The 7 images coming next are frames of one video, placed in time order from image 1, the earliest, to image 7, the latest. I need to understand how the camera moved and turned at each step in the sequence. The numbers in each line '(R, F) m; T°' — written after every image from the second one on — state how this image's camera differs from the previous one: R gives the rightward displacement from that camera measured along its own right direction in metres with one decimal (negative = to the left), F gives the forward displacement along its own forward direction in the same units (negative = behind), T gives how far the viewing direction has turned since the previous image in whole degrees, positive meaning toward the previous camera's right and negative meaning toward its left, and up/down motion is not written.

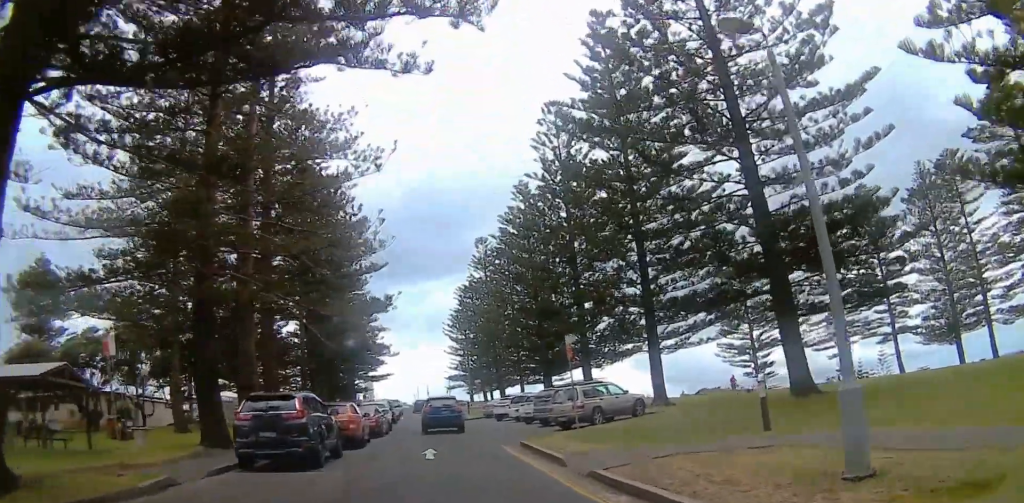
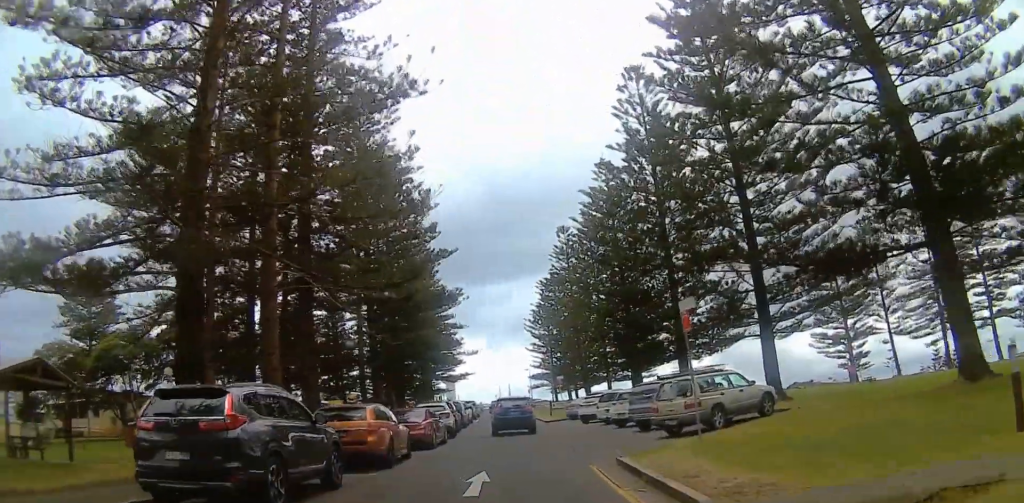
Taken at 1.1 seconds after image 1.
(+0.1, +5.7) m; 0°
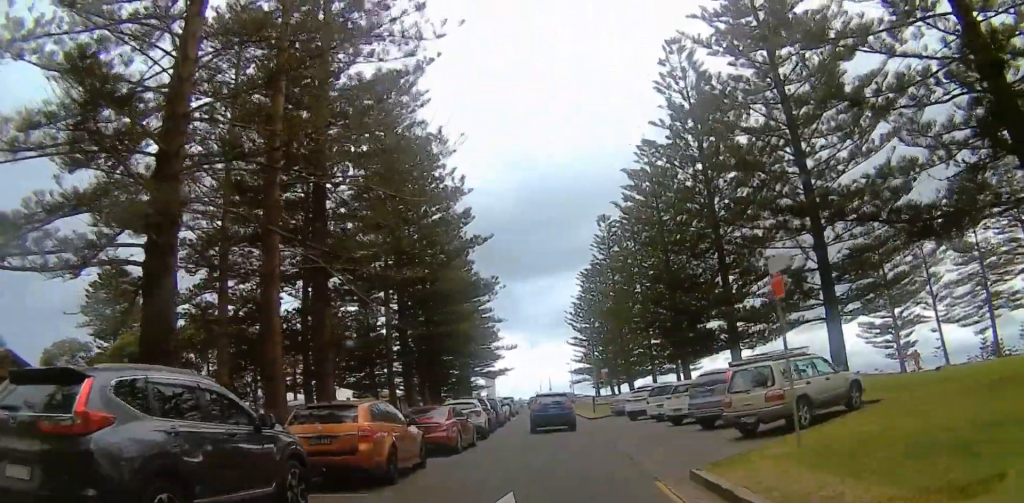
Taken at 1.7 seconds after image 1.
(0.0, +3.1) m; -2°
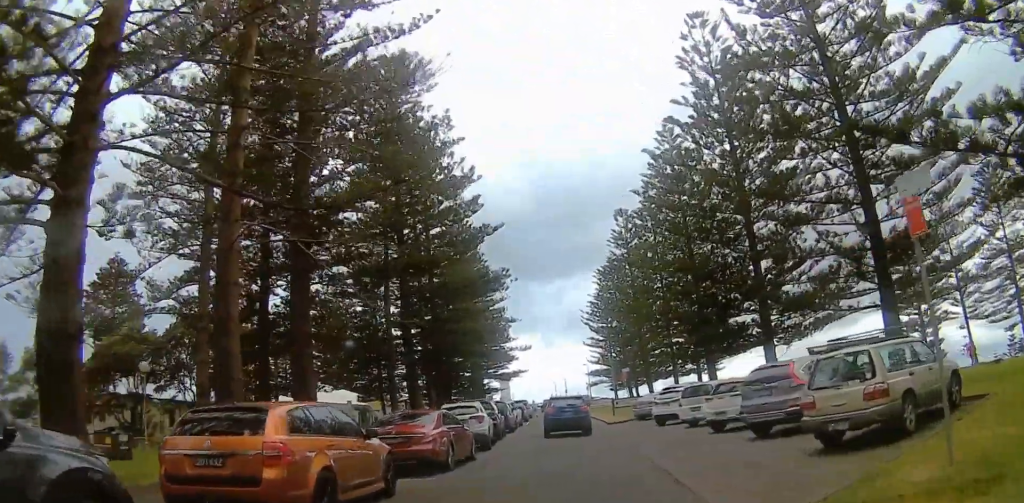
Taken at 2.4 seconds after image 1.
(-0.1, +3.8) m; -1°
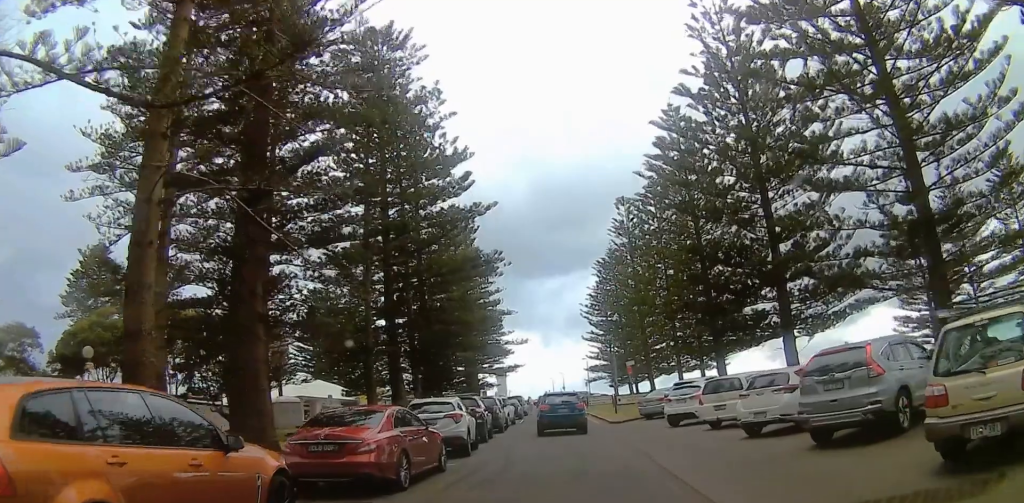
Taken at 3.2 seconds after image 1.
(0.0, +3.6) m; -1°
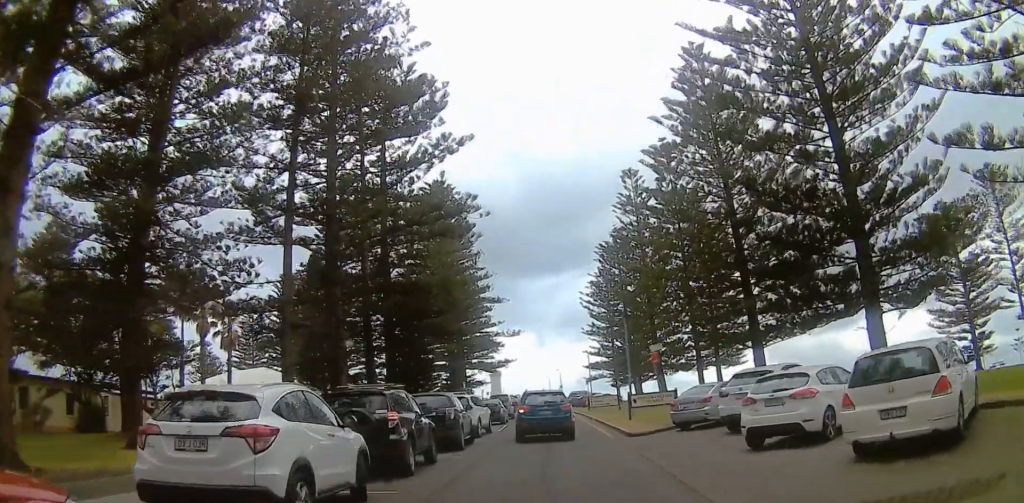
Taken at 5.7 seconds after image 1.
(-0.6, +10.8) m; -6°
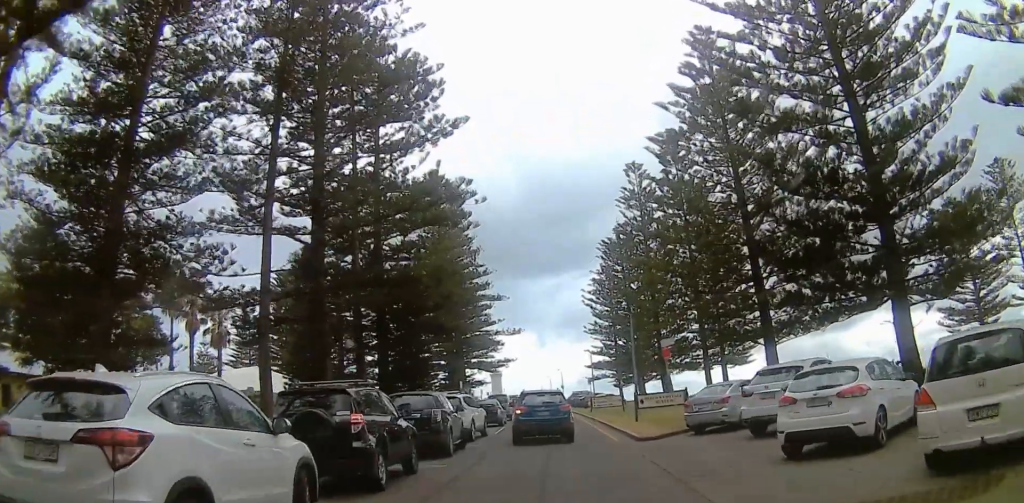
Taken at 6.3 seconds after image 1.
(0.0, +2.4) m; 0°
